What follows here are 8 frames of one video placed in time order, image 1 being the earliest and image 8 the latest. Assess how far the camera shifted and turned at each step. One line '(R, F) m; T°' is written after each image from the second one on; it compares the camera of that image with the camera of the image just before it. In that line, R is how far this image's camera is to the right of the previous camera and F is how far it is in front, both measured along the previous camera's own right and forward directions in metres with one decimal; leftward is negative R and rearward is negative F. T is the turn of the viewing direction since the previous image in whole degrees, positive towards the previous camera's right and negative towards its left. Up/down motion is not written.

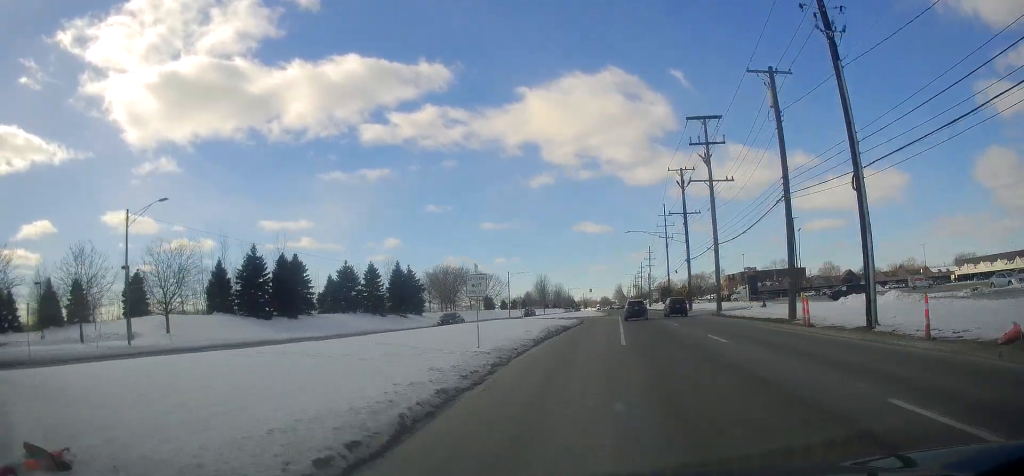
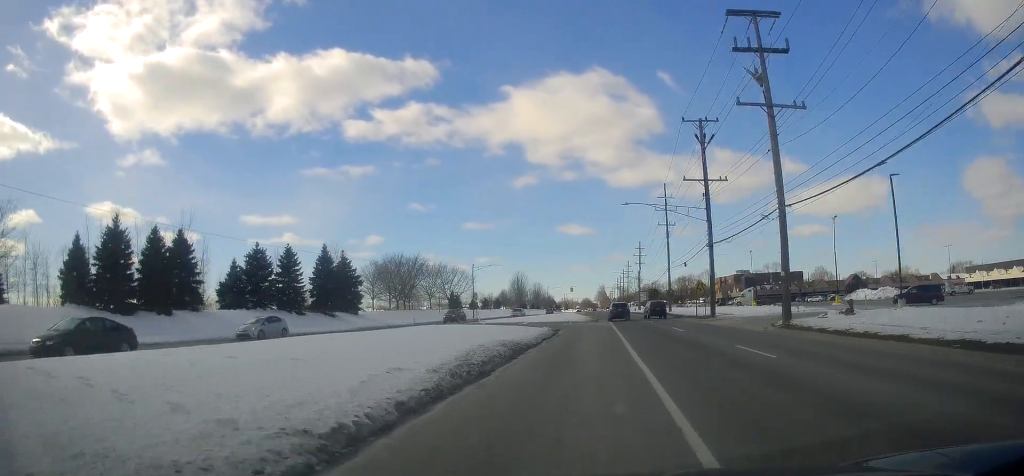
(+0.8, +20.7) m; +1°
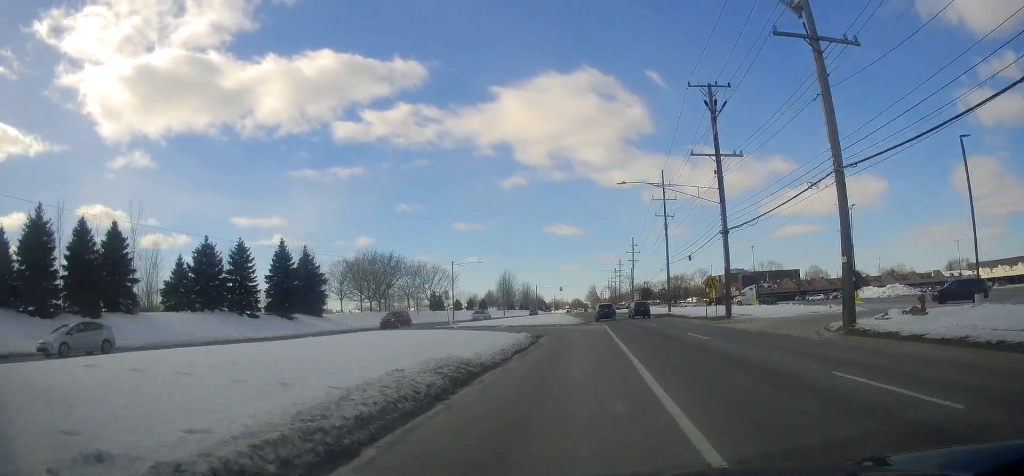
(-0.2, +8.8) m; -1°
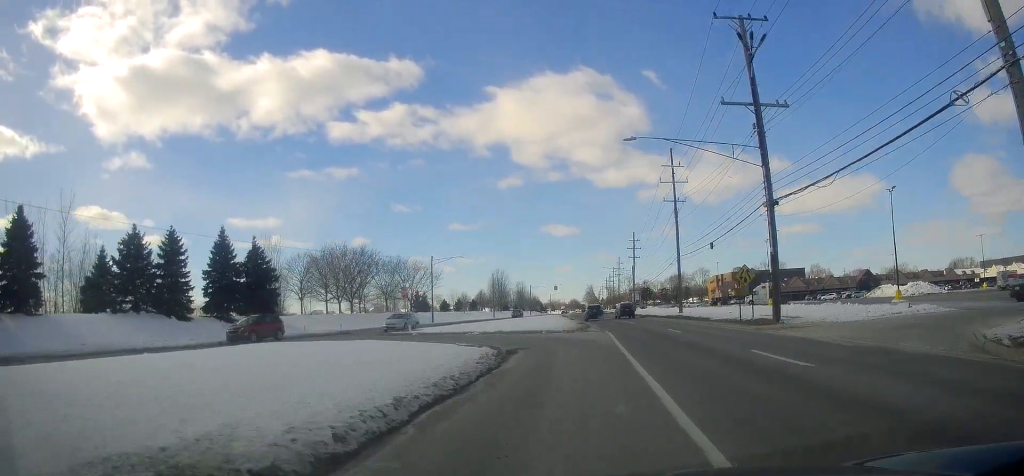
(-0.1, +11.5) m; -1°
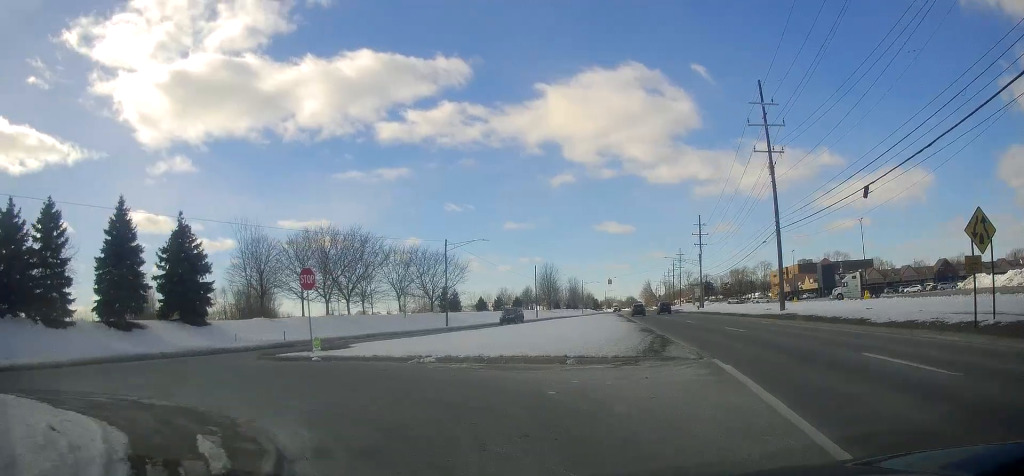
(-0.6, +18.2) m; -13°
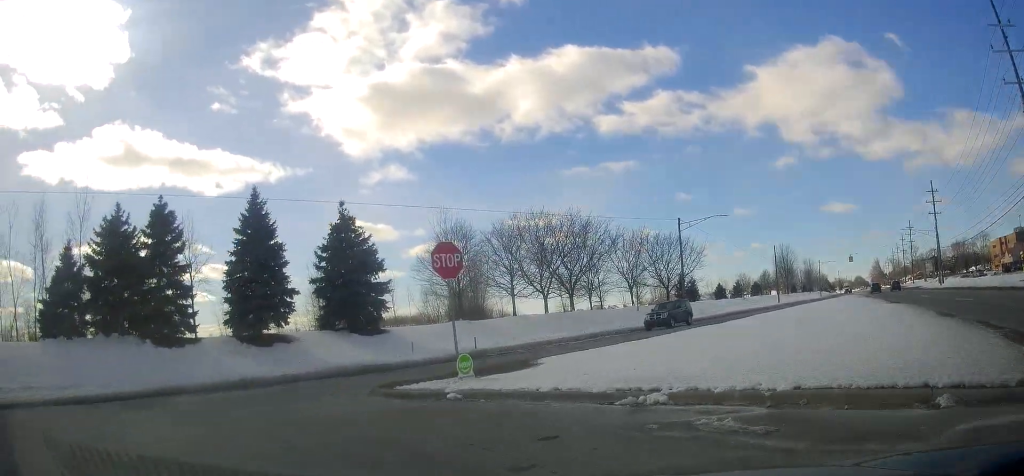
(-1.4, +7.1) m; -26°
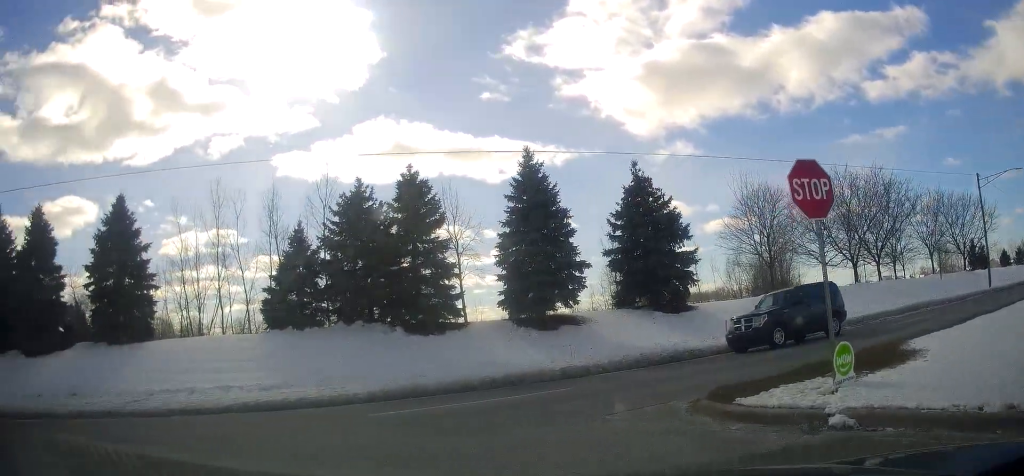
(-1.3, +4.4) m; -41°
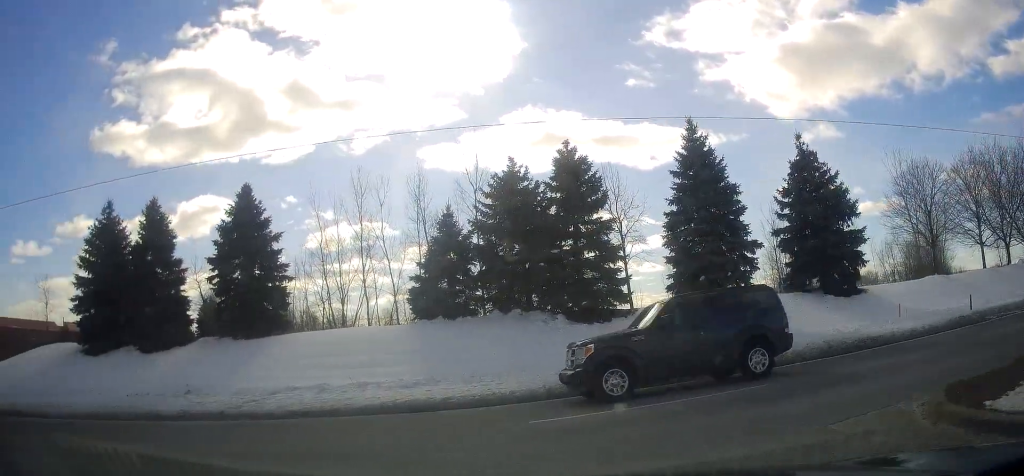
(-0.4, +2.1) m; -25°
